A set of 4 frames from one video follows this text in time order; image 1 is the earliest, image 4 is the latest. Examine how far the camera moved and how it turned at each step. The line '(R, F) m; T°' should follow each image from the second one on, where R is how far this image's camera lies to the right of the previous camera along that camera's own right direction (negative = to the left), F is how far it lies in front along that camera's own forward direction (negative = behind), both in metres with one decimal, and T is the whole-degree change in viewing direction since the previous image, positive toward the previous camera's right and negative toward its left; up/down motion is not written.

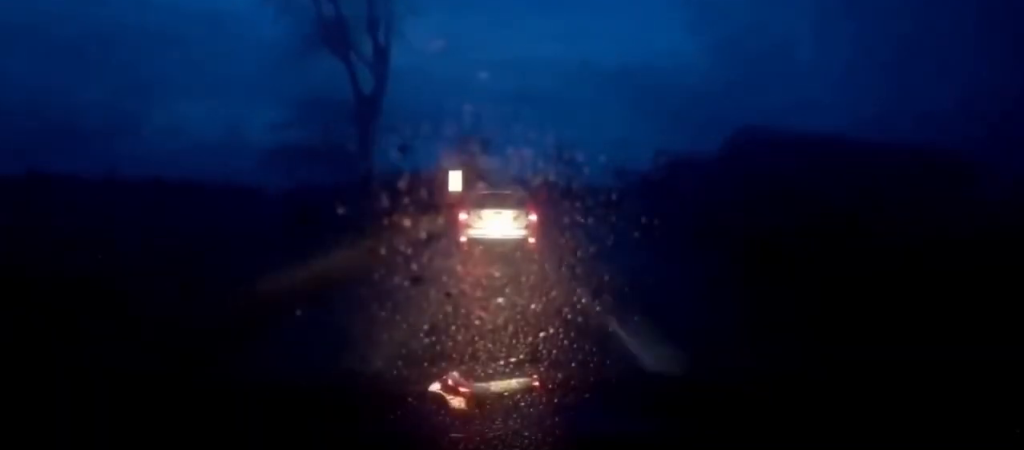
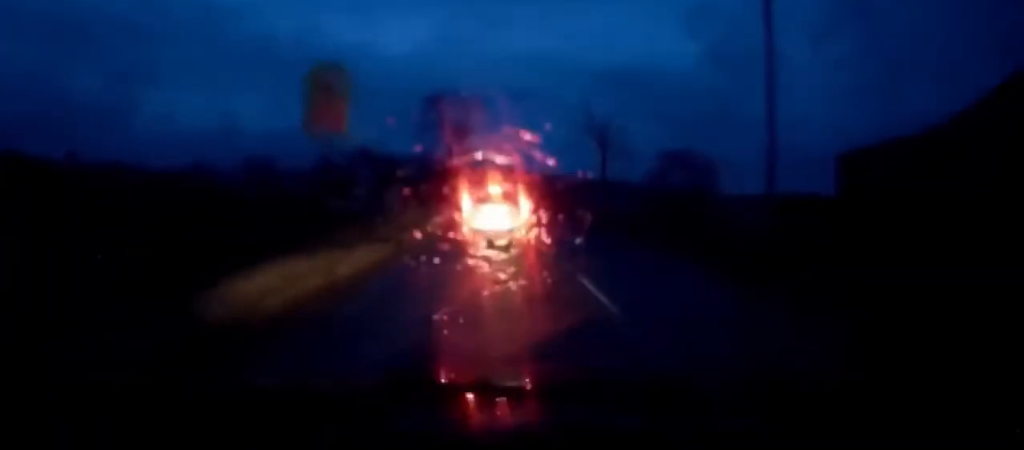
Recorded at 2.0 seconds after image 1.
(+0.3, +42.6) m; 0°
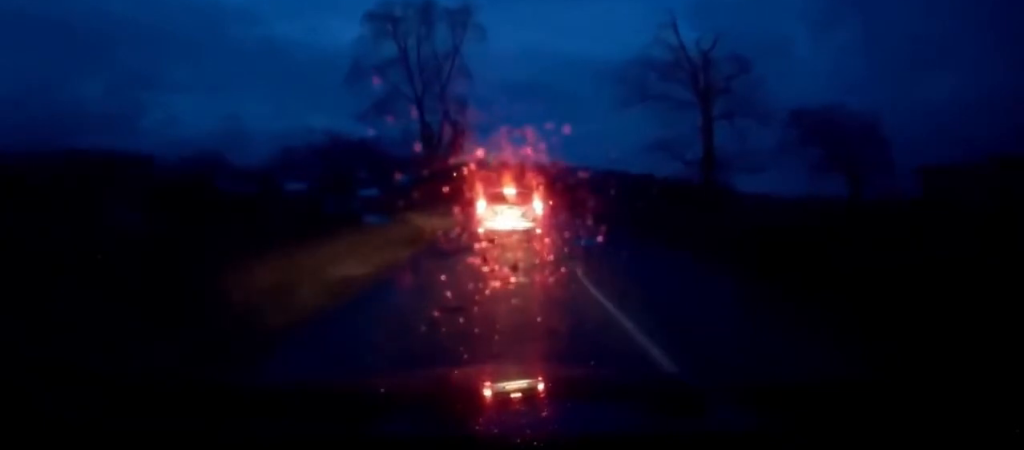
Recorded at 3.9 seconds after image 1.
(+0.1, +33.2) m; +1°
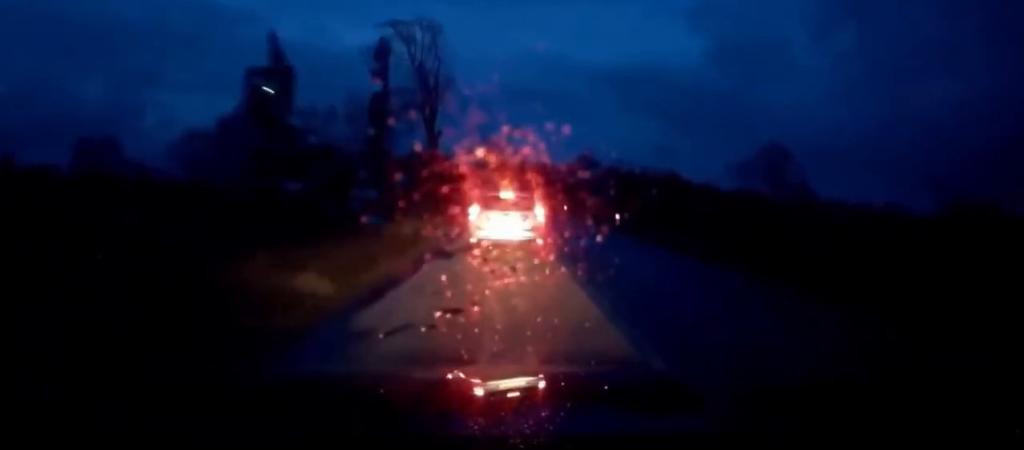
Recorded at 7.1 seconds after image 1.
(-0.6, +57.7) m; 0°
